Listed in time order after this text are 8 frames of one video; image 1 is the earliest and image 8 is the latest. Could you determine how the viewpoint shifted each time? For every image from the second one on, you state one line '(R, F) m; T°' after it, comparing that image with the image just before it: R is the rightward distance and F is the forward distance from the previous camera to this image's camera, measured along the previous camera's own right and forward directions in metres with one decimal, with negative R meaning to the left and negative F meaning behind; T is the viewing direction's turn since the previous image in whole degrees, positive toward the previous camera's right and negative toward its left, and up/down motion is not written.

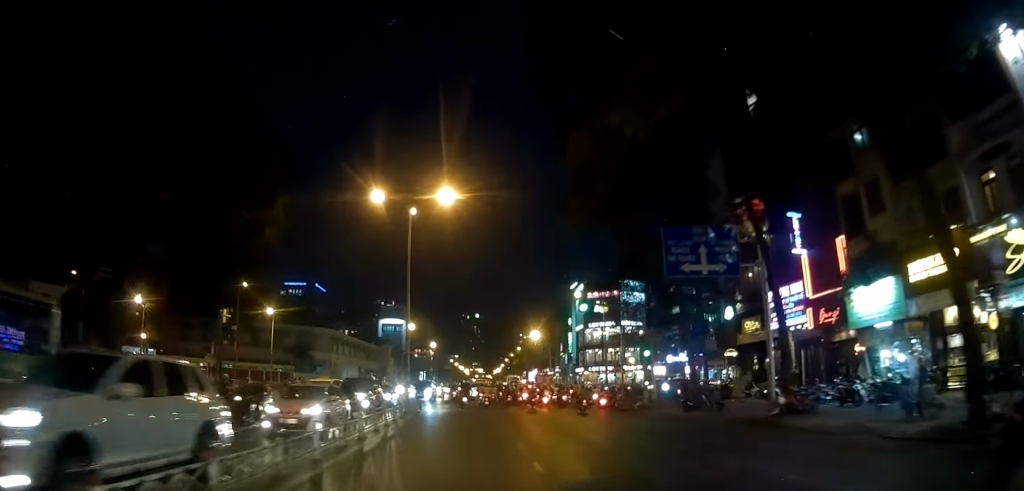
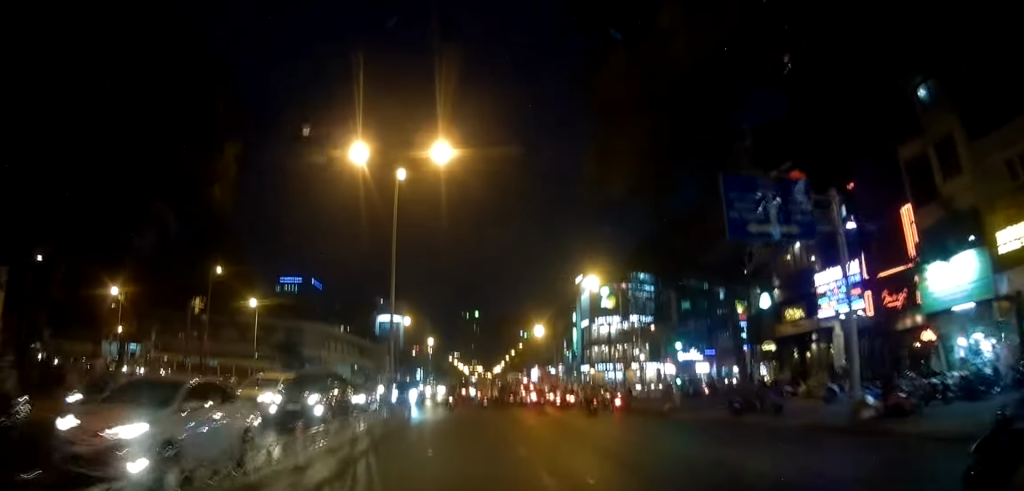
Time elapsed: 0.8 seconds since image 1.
(+0.1, +5.2) m; +1°
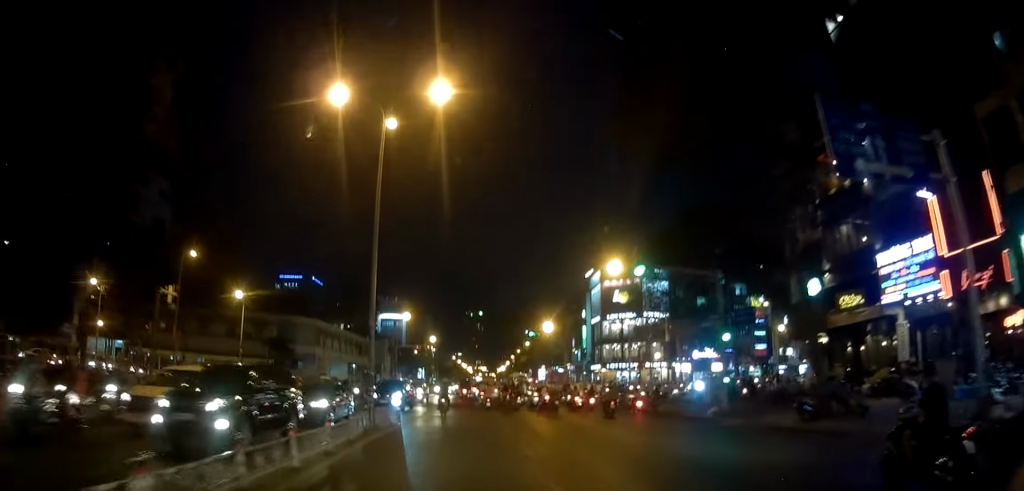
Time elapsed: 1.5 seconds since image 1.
(0.0, +4.7) m; +1°
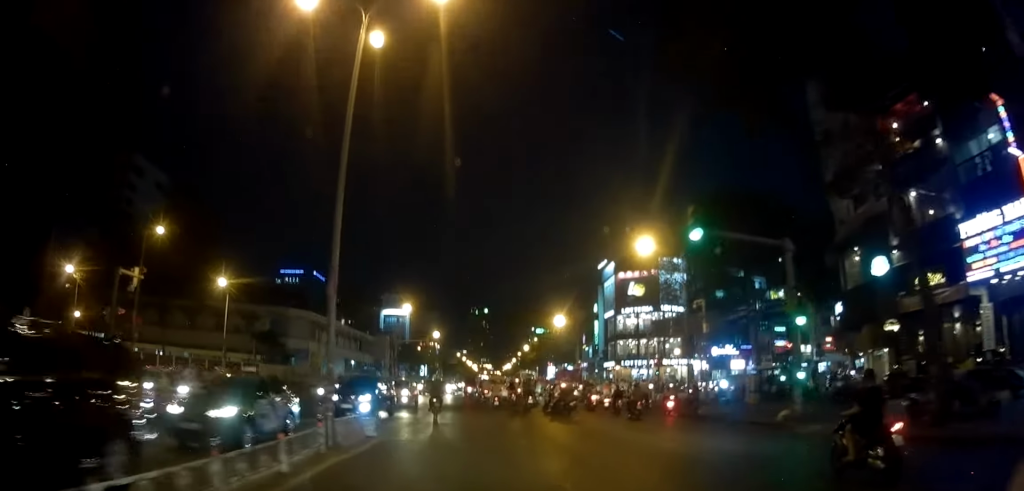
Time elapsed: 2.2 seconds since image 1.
(0.0, +5.0) m; 0°
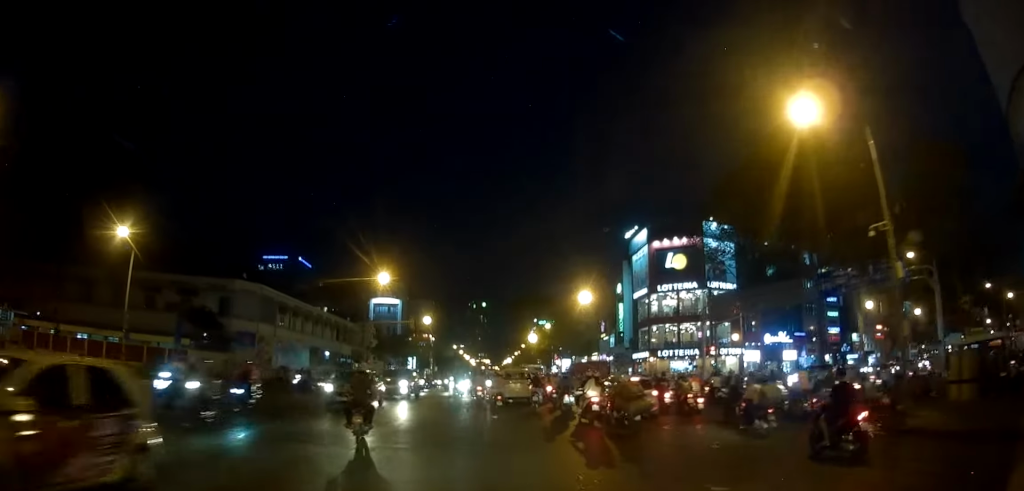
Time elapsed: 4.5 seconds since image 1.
(-0.3, +15.1) m; +2°
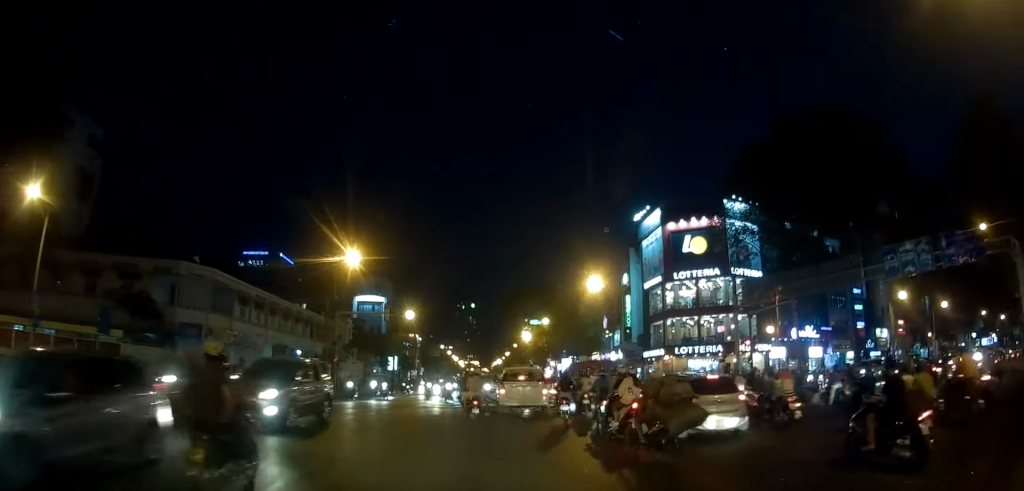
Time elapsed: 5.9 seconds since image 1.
(+0.6, +7.3) m; +6°
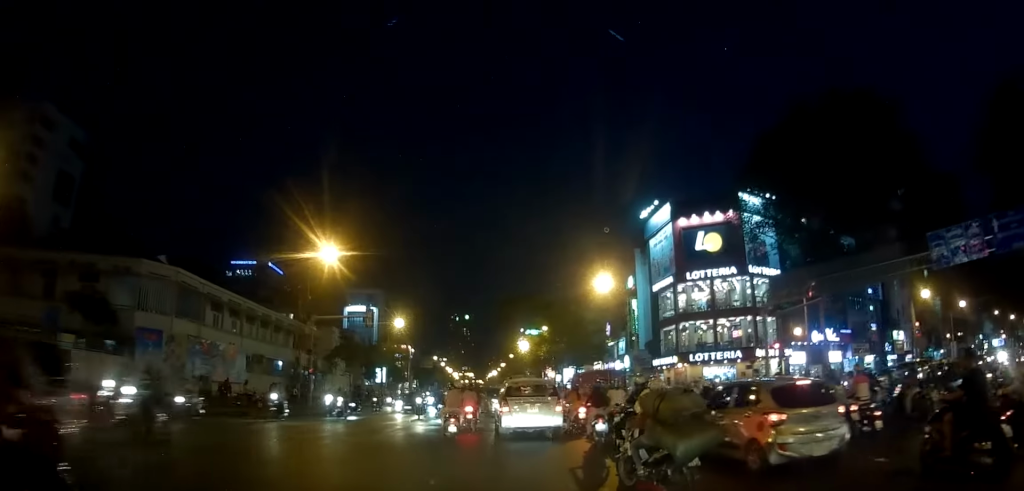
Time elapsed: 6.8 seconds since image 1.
(-0.1, +4.1) m; -4°
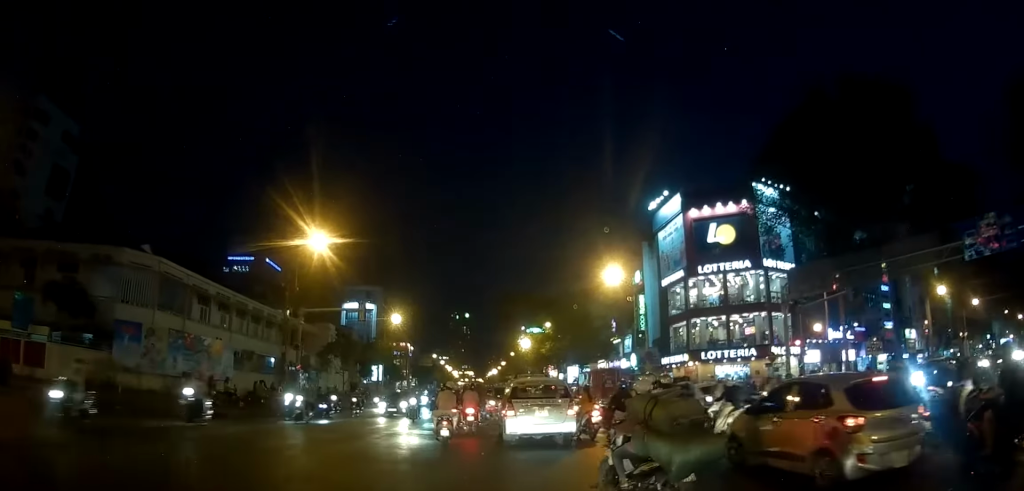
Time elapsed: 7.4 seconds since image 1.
(-0.1, +2.0) m; -3°
